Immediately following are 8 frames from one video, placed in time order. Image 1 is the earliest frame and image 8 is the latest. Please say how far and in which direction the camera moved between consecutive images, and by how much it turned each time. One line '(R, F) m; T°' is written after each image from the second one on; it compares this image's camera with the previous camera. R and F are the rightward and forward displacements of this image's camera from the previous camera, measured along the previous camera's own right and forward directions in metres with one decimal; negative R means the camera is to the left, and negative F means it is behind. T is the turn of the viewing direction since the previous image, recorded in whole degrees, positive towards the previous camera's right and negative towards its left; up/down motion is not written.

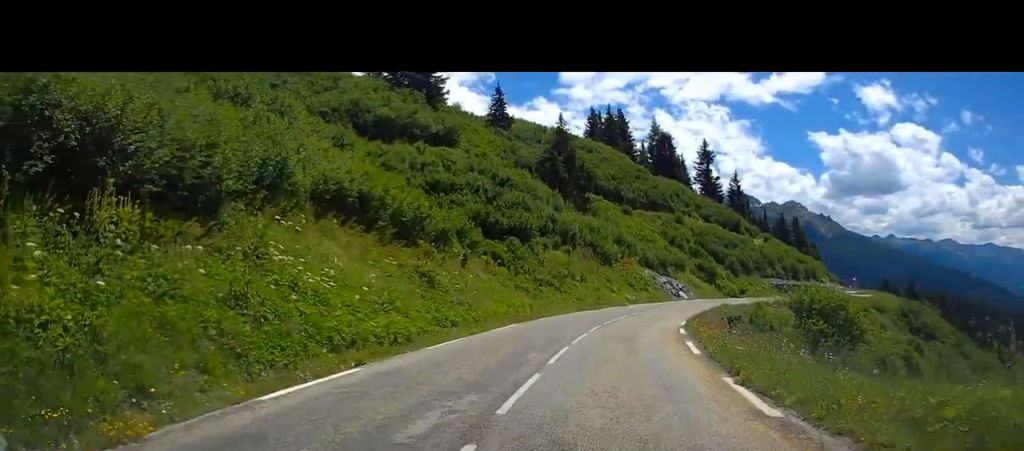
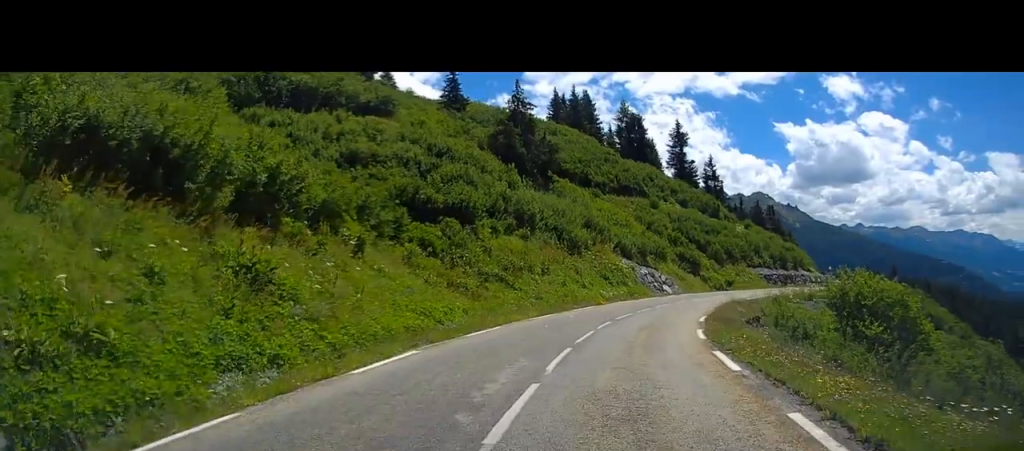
(+0.4, +10.3) m; +2°
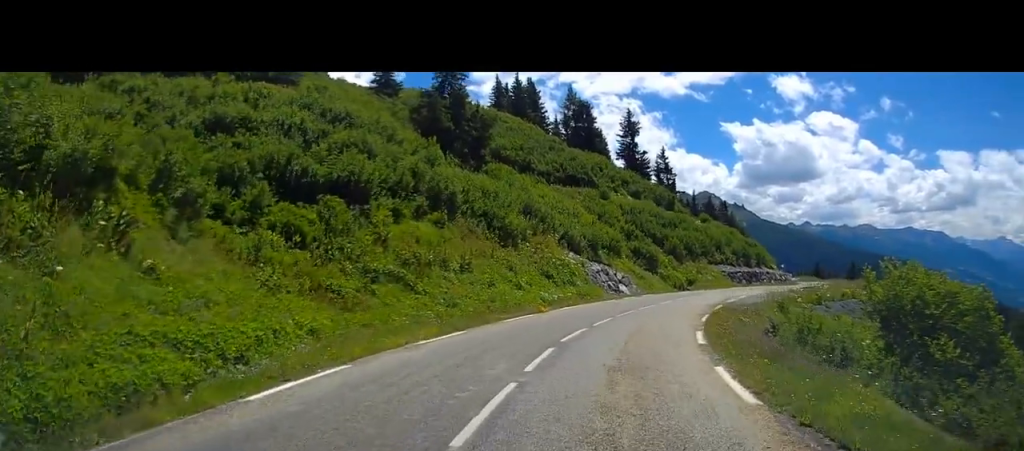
(0.0, +9.0) m; +3°
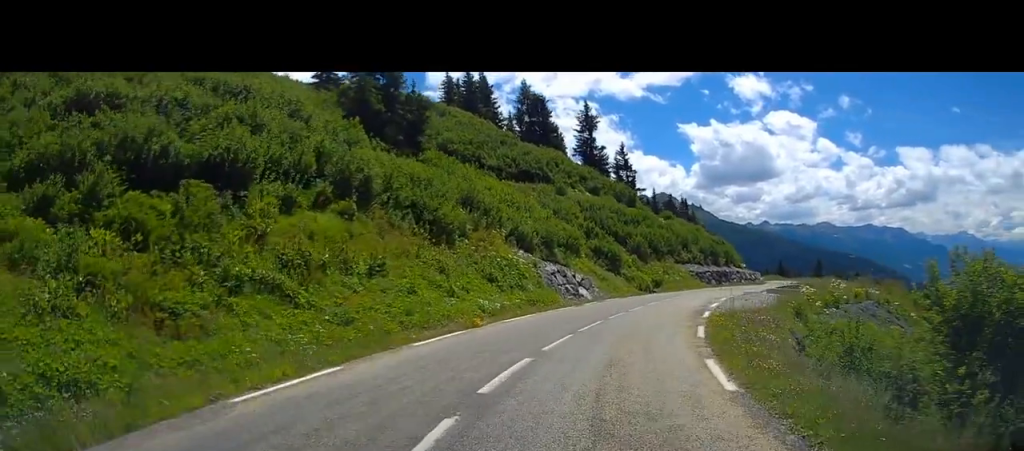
(+0.1, +6.1) m; +3°
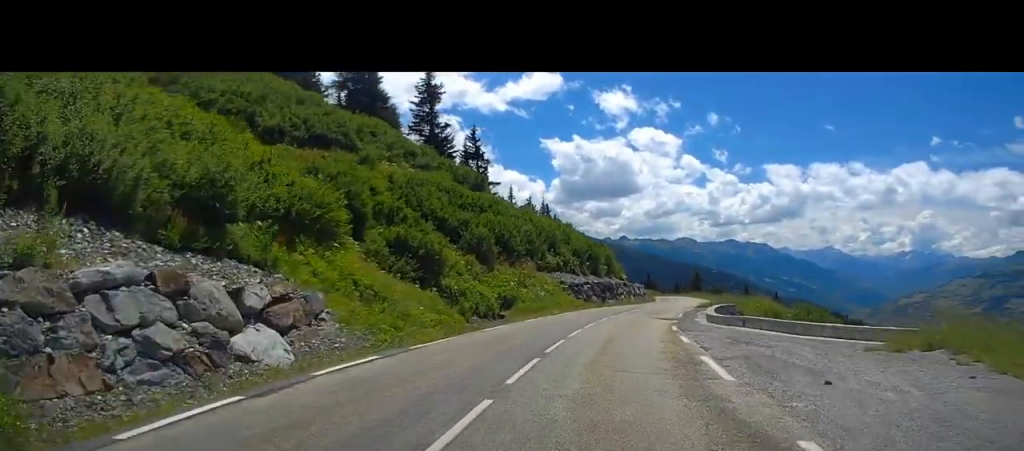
(+3.2, +24.4) m; +11°
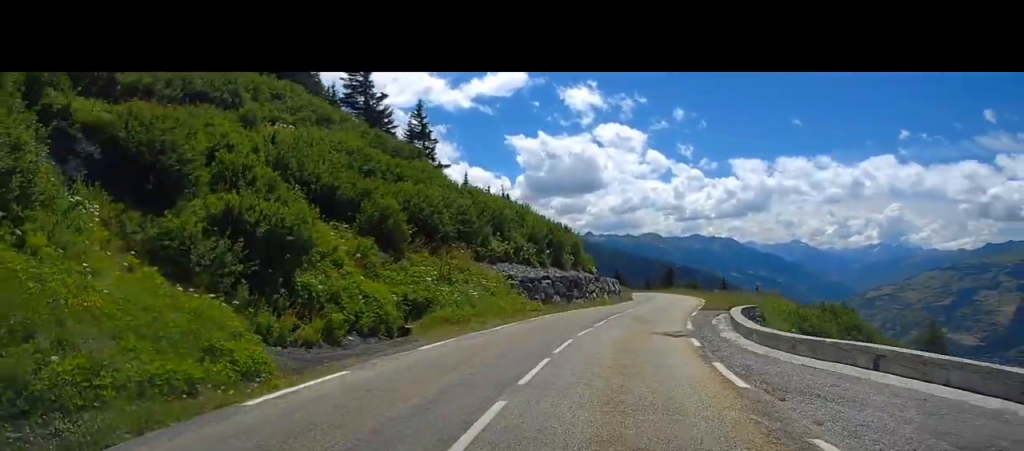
(+0.2, +13.0) m; +3°
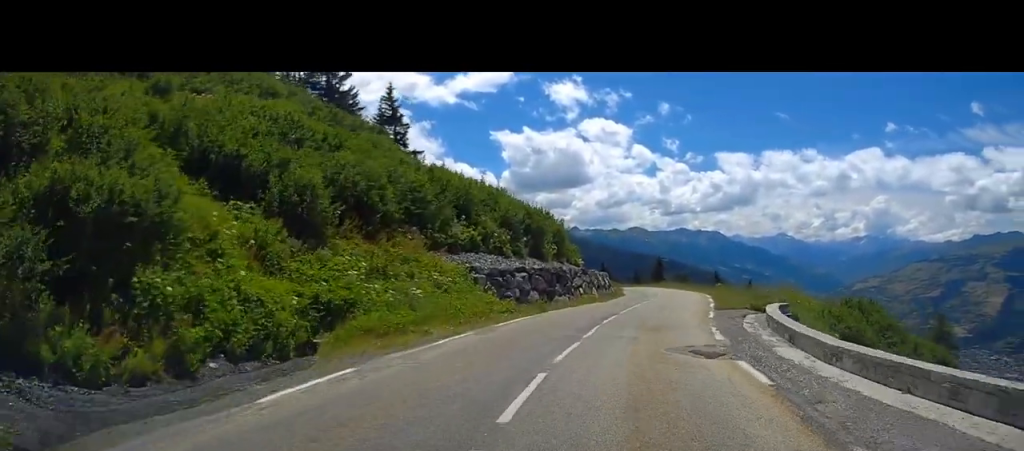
(+0.1, +6.8) m; +3°
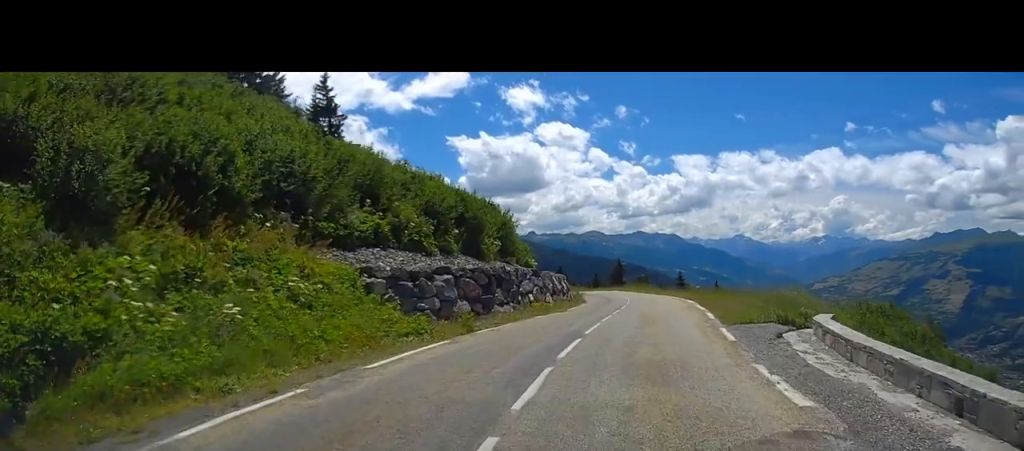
(+0.3, +8.1) m; +3°
